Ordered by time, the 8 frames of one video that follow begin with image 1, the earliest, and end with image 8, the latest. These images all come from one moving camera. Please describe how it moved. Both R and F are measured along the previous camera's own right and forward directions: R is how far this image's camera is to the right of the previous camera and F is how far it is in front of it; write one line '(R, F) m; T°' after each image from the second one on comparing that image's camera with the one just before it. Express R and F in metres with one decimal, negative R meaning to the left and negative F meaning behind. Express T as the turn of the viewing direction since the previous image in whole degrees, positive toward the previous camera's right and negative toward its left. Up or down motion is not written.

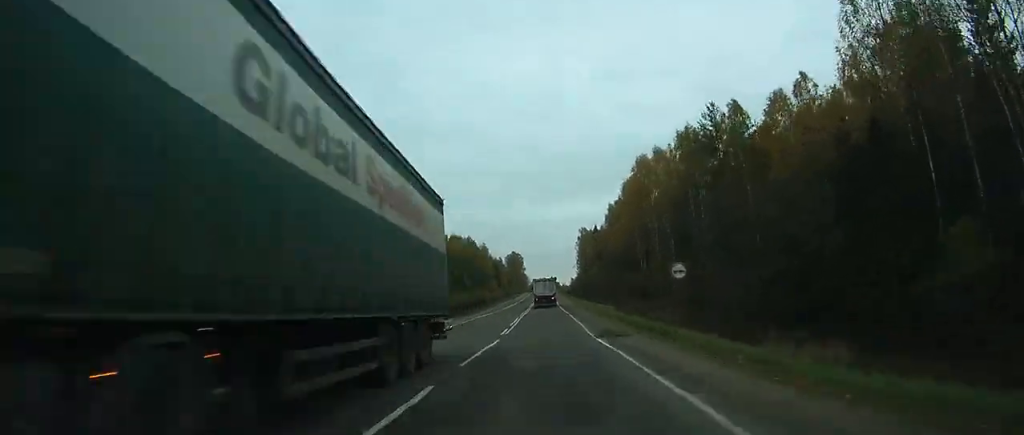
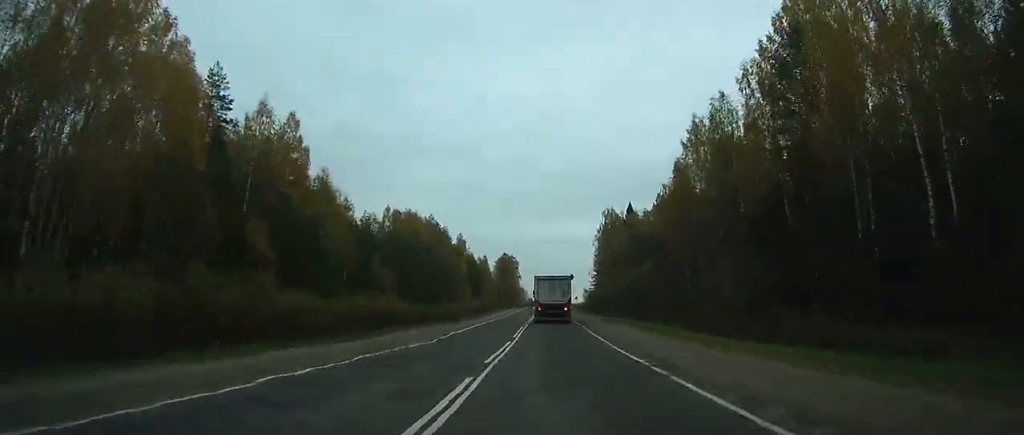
(0.0, +89.5) m; 0°
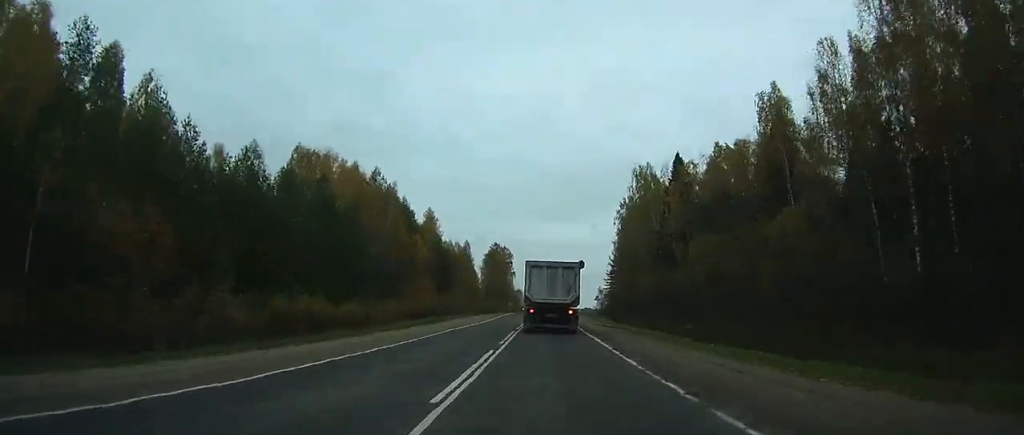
(+0.4, +51.8) m; +1°
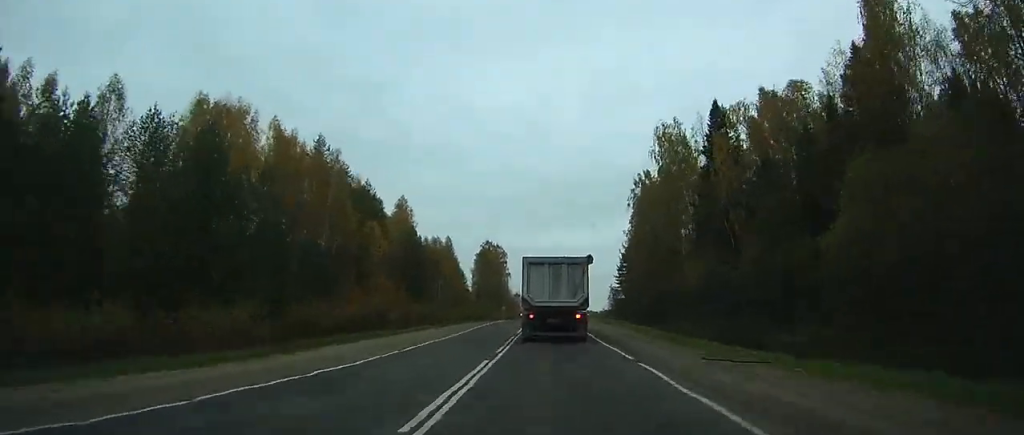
(0.0, +24.8) m; 0°
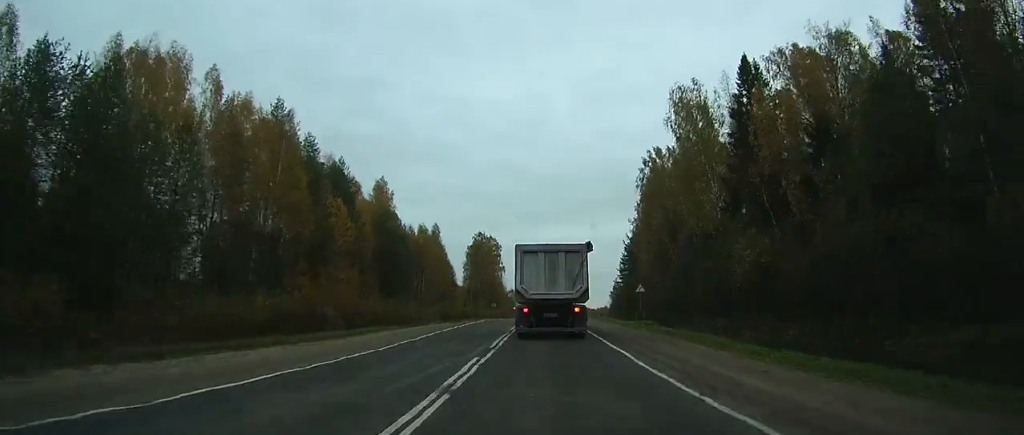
(+0.1, +12.0) m; 0°
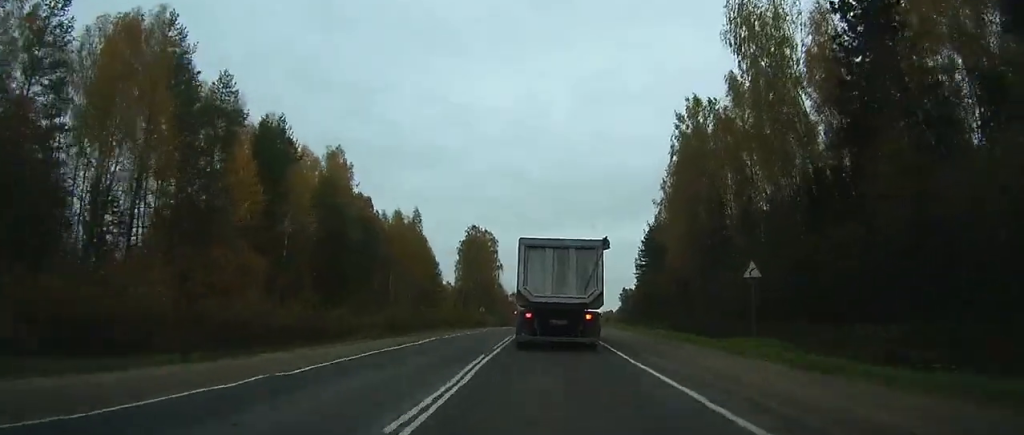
(0.0, +22.9) m; 0°
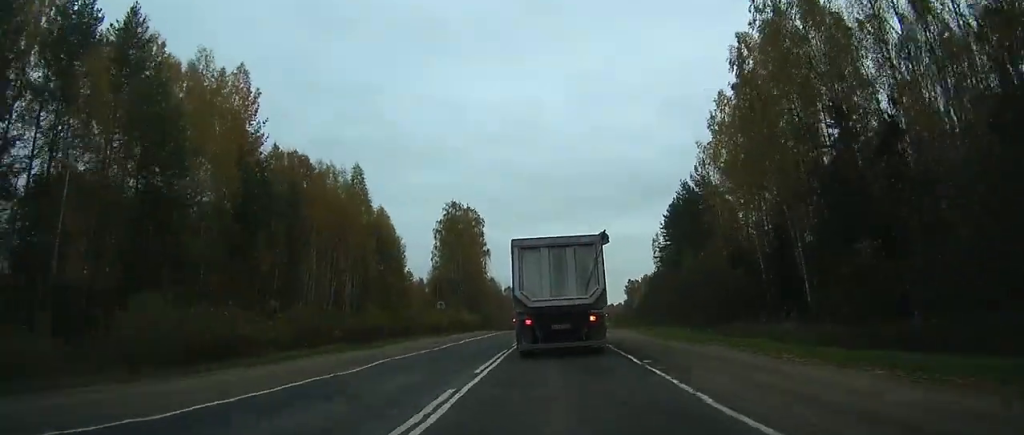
(-0.3, +30.7) m; 0°
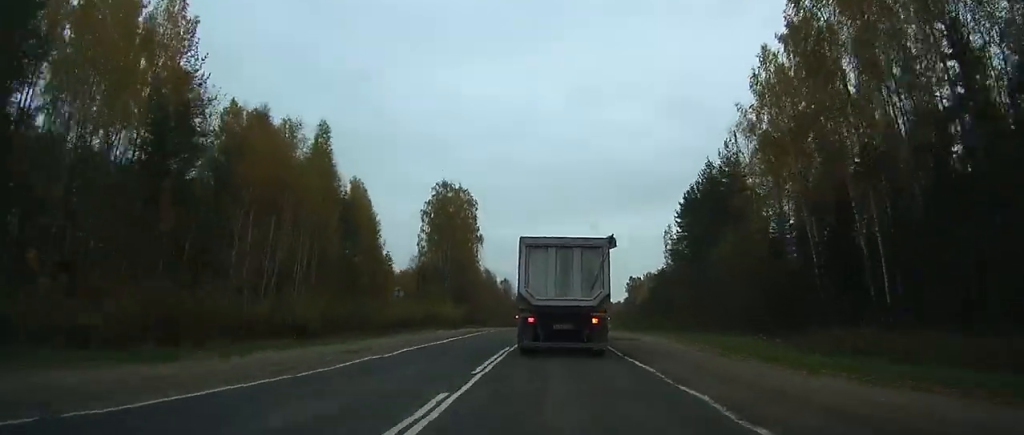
(-0.2, +13.8) m; 0°
